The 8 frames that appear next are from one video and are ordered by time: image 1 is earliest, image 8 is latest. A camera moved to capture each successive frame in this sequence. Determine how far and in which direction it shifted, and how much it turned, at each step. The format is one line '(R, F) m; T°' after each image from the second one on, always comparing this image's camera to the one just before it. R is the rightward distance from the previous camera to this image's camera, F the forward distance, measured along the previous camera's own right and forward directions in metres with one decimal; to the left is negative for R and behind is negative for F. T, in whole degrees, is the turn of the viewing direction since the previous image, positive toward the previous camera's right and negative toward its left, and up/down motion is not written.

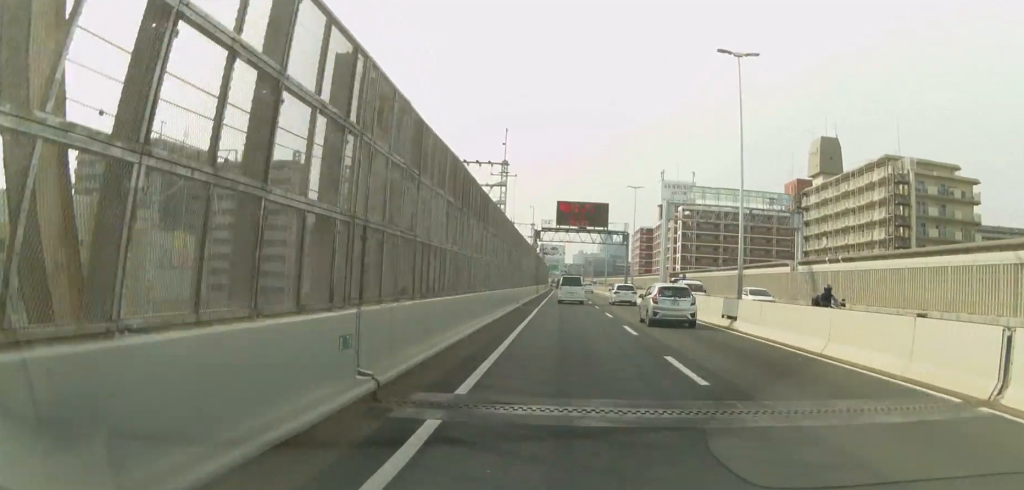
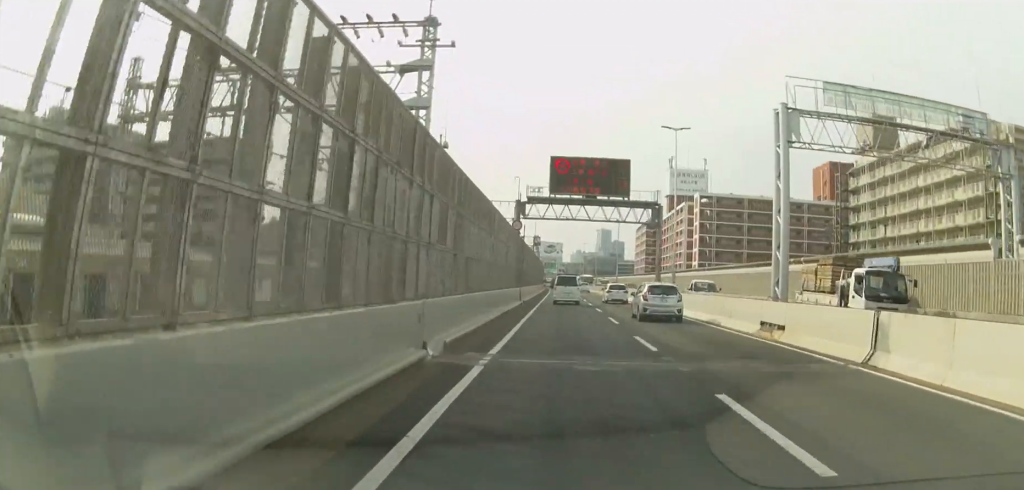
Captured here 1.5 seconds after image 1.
(0.0, +25.0) m; 0°
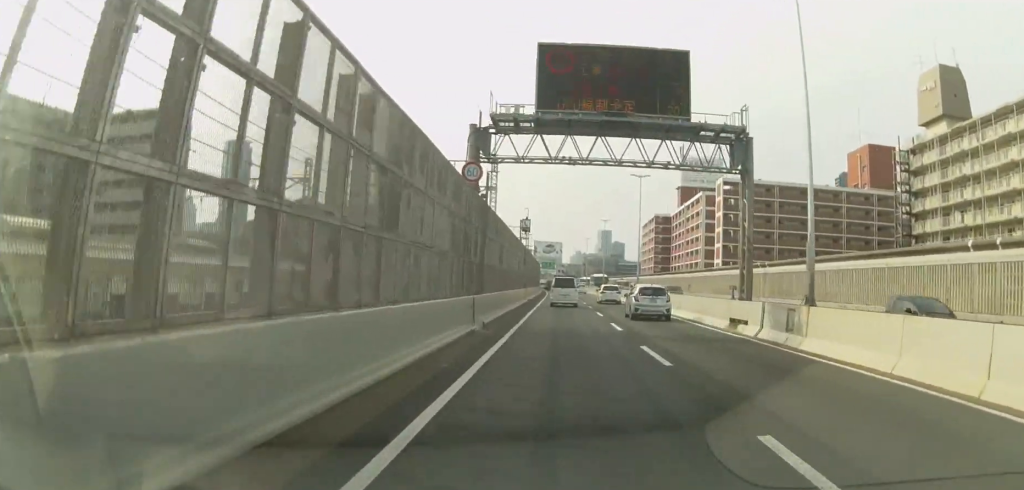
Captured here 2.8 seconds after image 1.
(0.0, +22.3) m; 0°
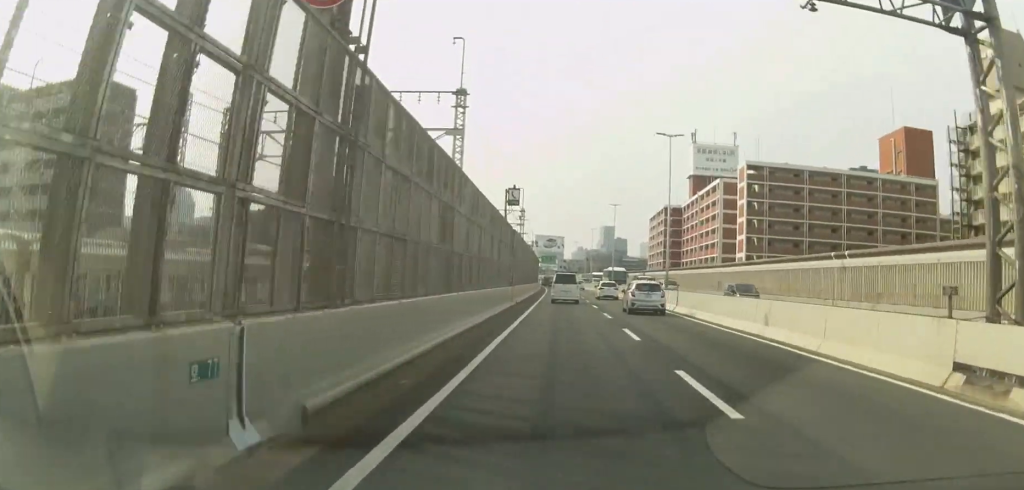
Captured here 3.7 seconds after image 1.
(0.0, +15.1) m; 0°
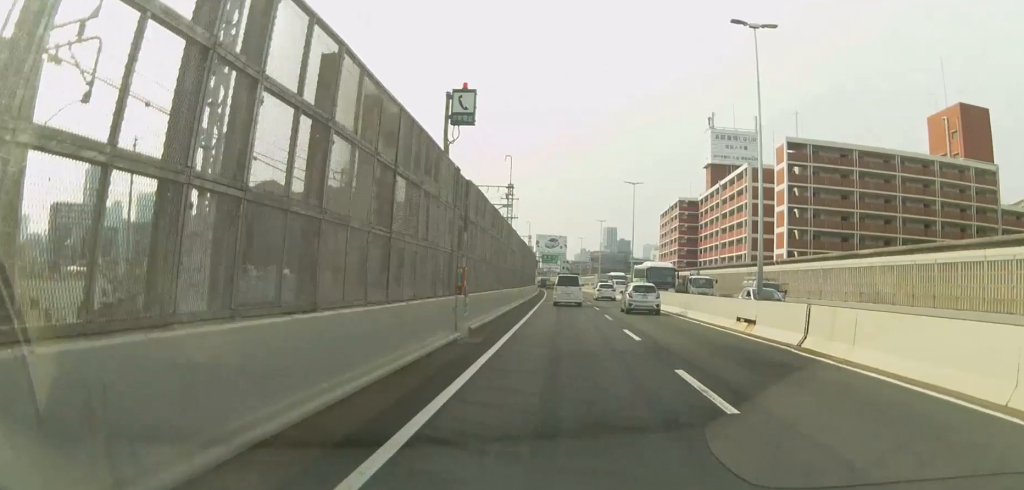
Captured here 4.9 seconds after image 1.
(0.0, +19.5) m; 0°
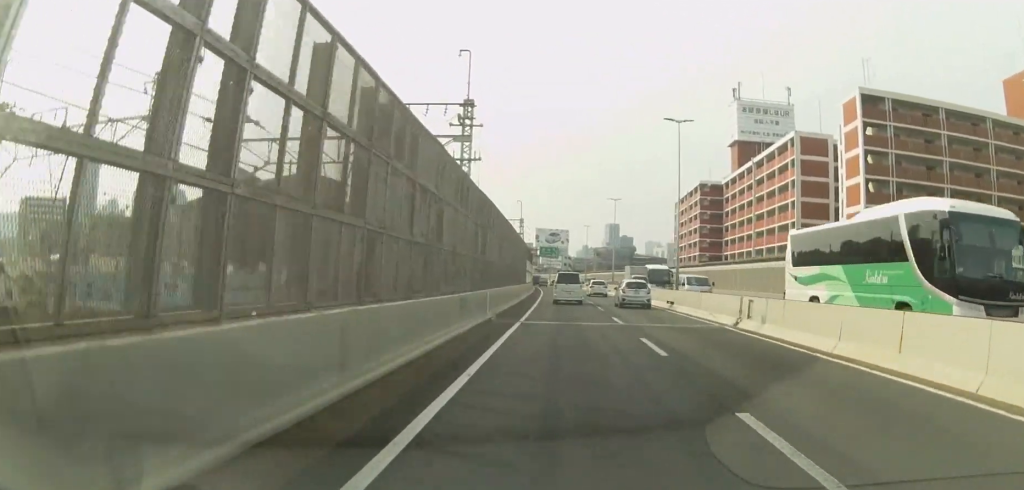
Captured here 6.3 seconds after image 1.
(0.0, +24.1) m; -1°
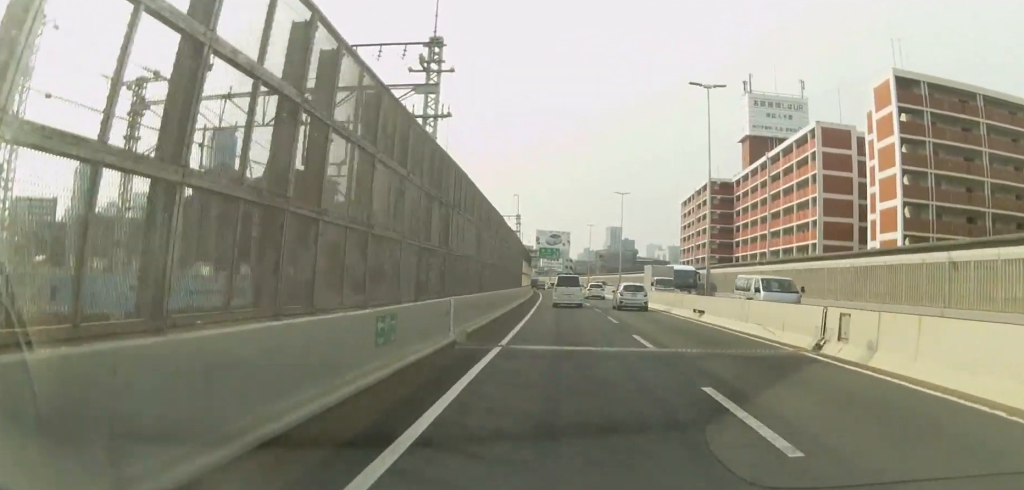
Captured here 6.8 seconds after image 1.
(-0.1, +7.9) m; 0°
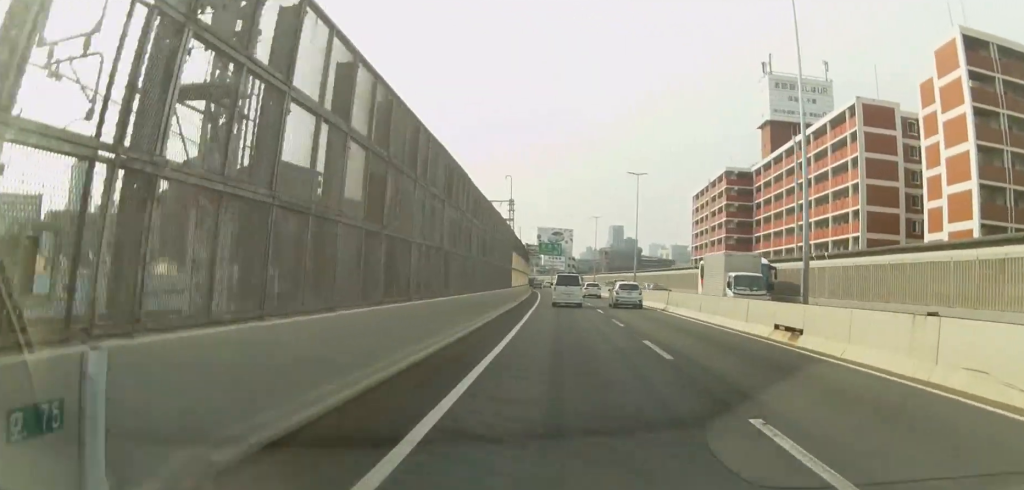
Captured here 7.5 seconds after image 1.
(-0.3, +12.4) m; 0°
